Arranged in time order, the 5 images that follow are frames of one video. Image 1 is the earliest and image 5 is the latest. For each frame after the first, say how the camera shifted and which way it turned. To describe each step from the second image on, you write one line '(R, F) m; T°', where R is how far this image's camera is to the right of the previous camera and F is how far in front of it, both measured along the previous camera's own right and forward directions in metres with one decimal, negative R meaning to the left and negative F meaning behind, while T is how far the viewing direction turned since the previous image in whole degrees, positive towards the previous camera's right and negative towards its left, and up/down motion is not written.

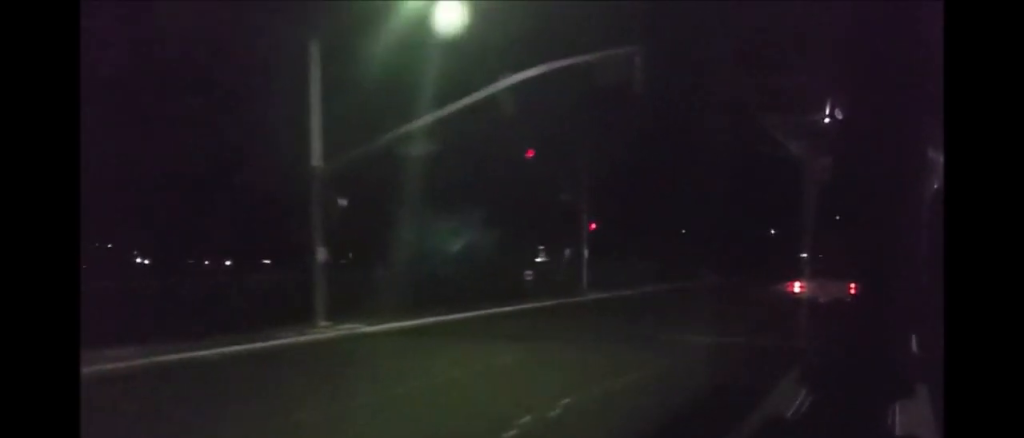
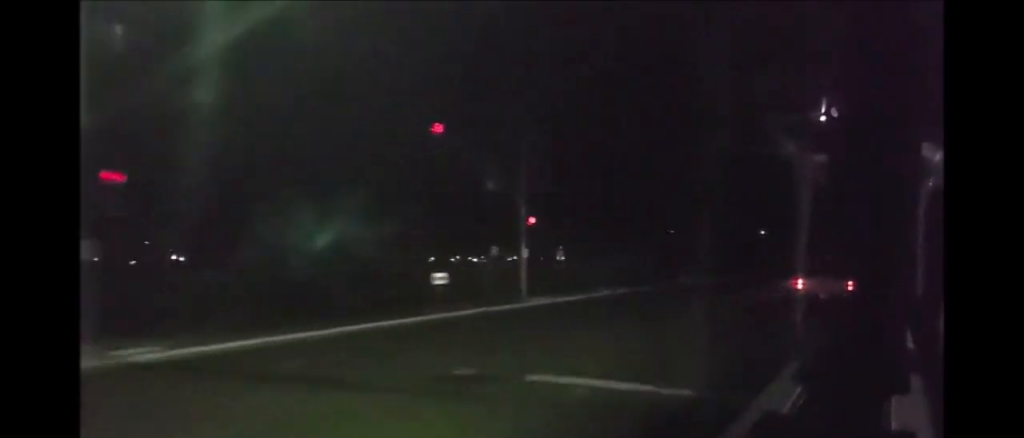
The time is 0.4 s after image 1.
(+0.2, +6.8) m; 0°
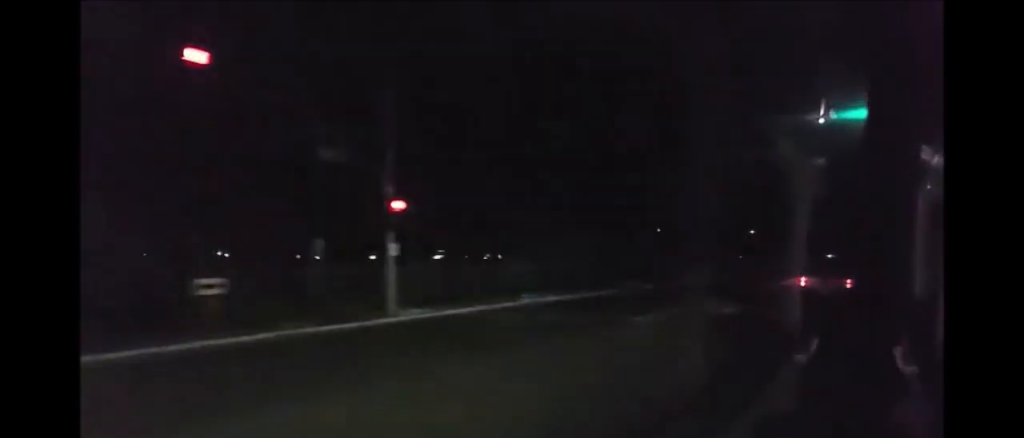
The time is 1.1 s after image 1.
(+0.1, +10.6) m; 0°
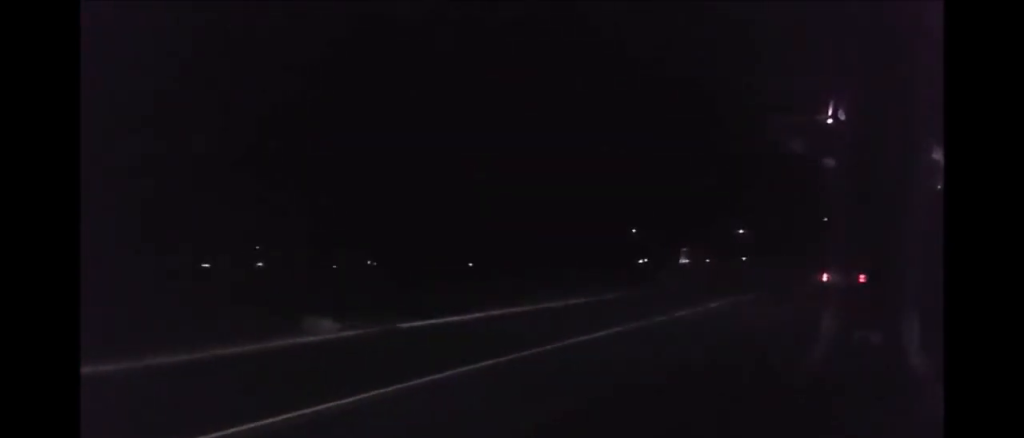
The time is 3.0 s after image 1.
(+0.2, +31.7) m; +3°
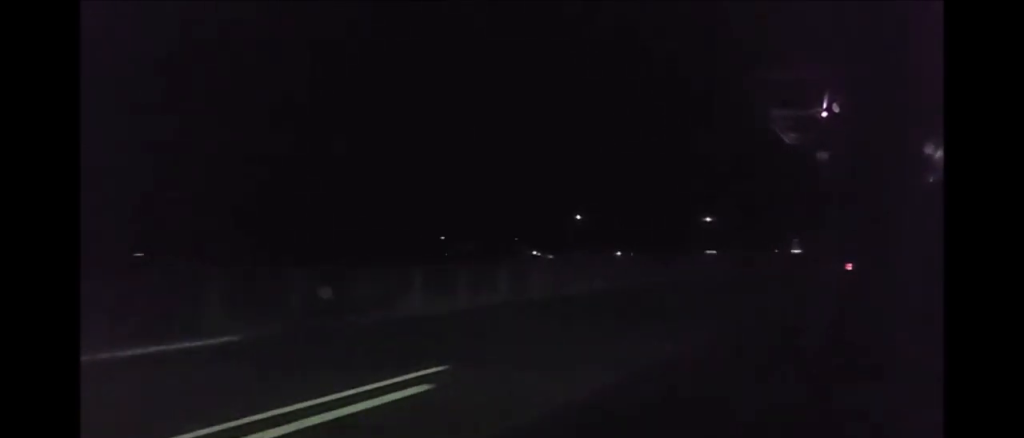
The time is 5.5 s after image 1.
(0.0, +43.6) m; -1°
